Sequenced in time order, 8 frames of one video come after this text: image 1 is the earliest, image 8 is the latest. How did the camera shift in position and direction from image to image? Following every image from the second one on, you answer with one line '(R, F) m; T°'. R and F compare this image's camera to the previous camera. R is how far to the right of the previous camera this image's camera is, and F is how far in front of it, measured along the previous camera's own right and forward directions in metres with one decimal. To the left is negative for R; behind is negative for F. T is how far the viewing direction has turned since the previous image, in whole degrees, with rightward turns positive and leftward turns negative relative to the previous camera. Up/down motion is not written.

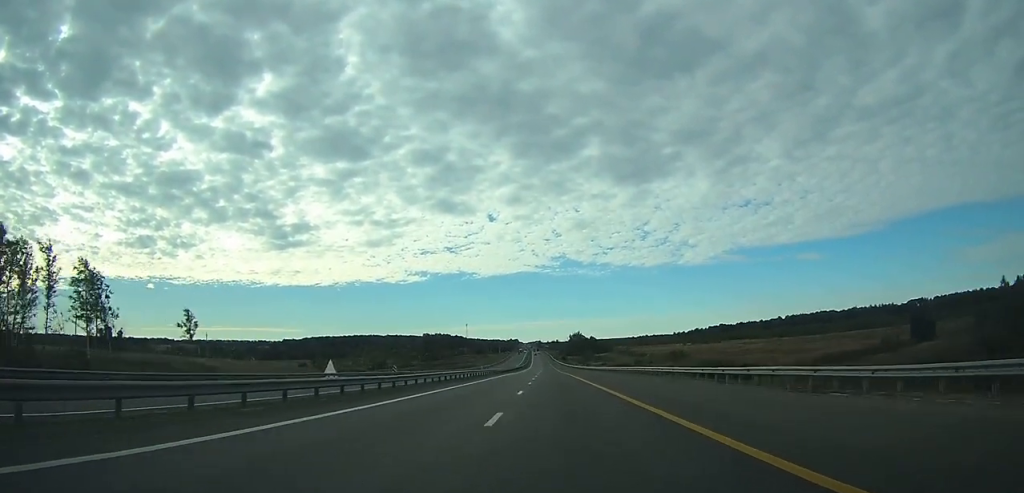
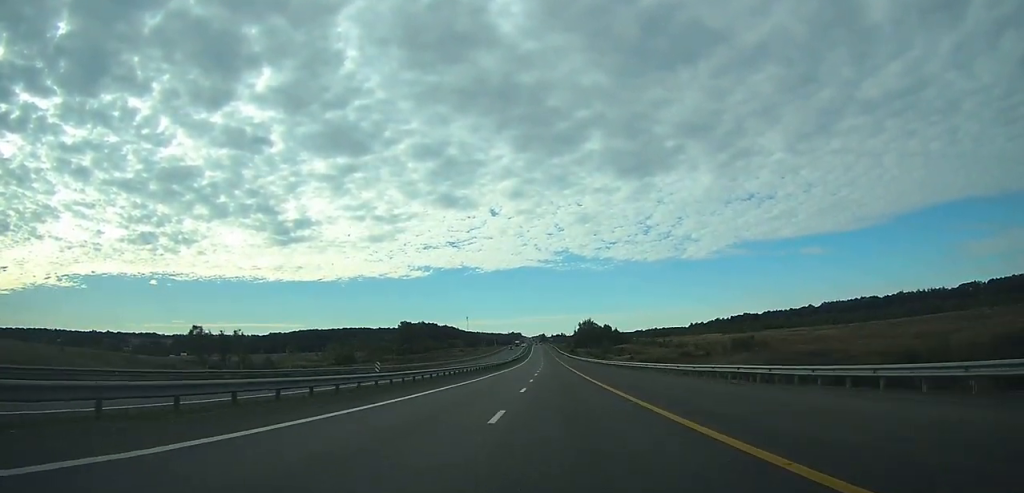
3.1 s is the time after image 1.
(-0.3, +83.1) m; -1°
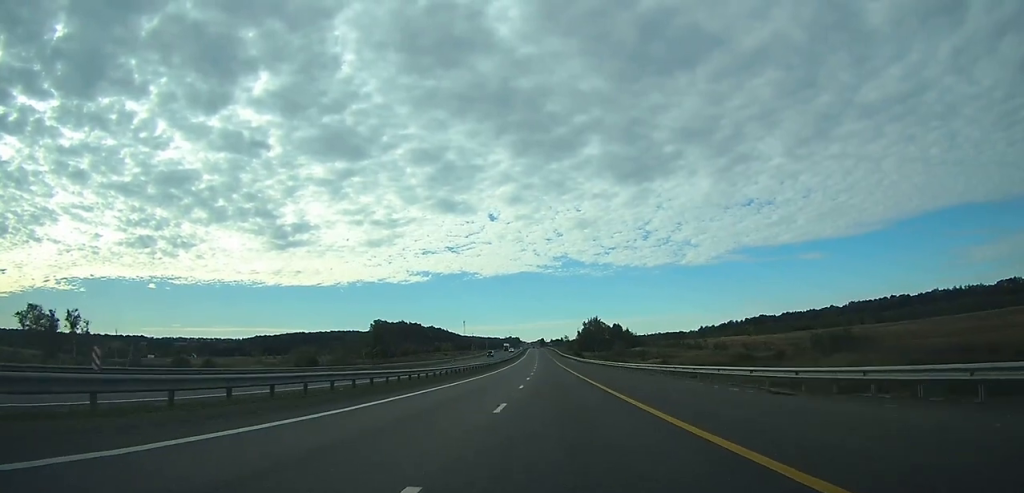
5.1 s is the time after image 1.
(-0.3, +56.9) m; 0°
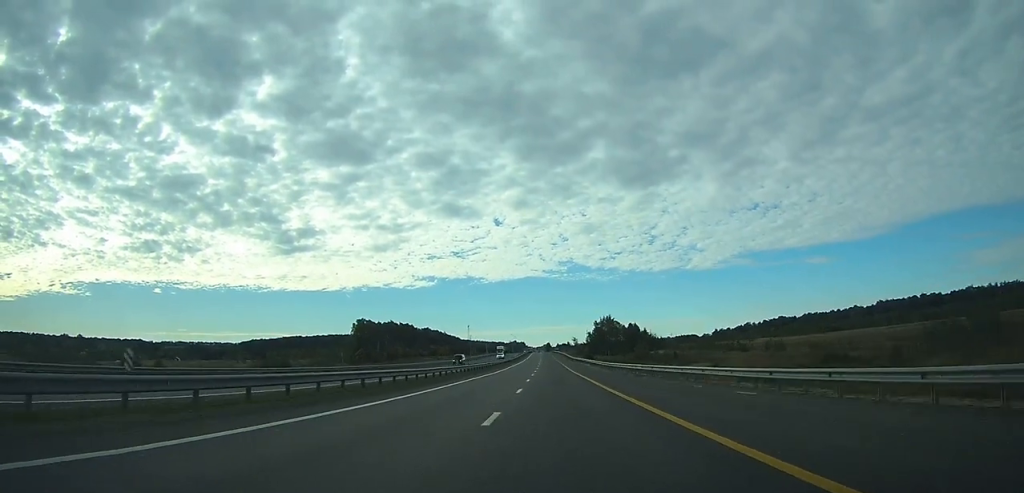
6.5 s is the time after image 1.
(+0.1, +39.0) m; 0°
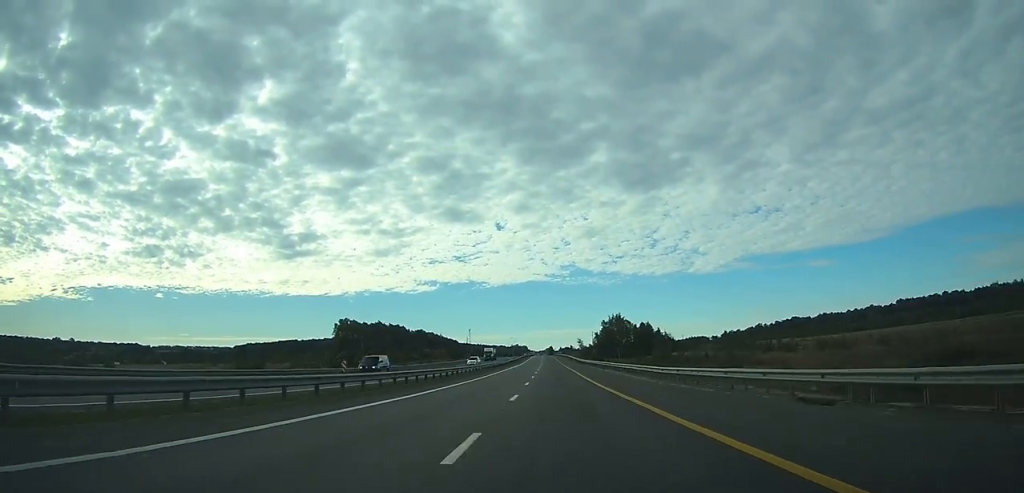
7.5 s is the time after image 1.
(-0.1, +28.0) m; 0°
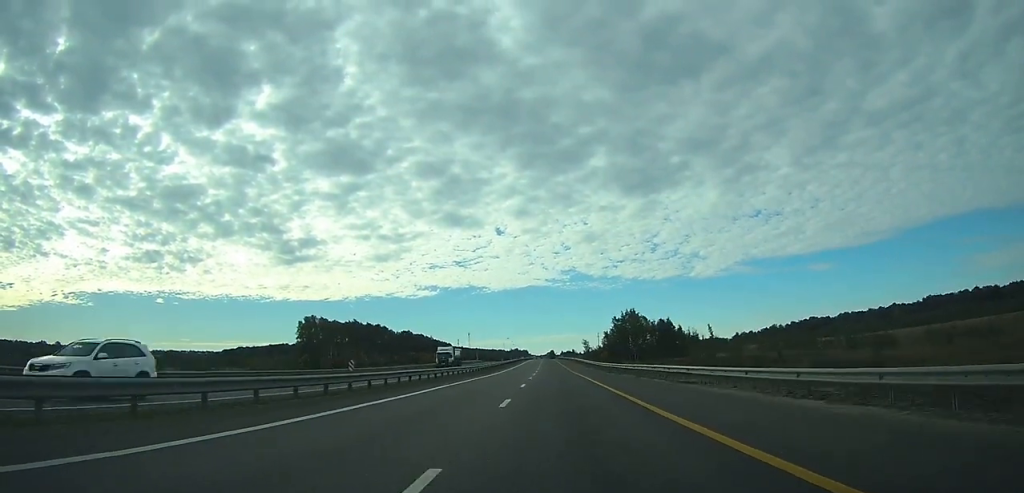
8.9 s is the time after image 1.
(-0.1, +39.3) m; 0°
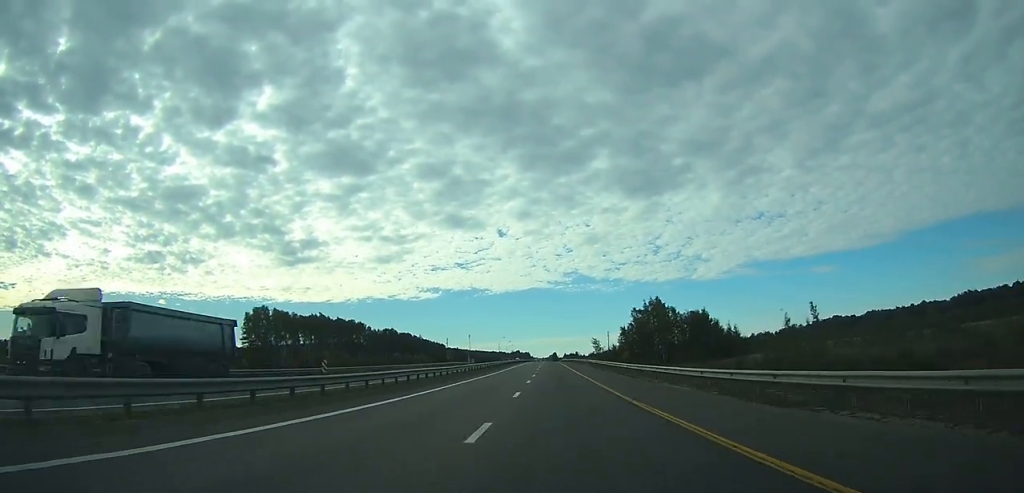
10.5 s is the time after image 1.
(-0.1, +43.1) m; 0°
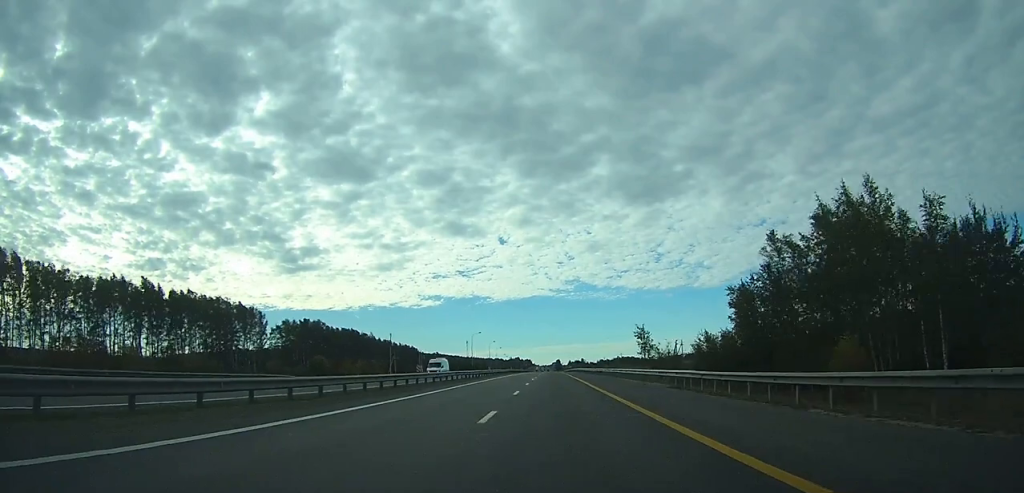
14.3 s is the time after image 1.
(-0.4, +105.4) m; 0°
